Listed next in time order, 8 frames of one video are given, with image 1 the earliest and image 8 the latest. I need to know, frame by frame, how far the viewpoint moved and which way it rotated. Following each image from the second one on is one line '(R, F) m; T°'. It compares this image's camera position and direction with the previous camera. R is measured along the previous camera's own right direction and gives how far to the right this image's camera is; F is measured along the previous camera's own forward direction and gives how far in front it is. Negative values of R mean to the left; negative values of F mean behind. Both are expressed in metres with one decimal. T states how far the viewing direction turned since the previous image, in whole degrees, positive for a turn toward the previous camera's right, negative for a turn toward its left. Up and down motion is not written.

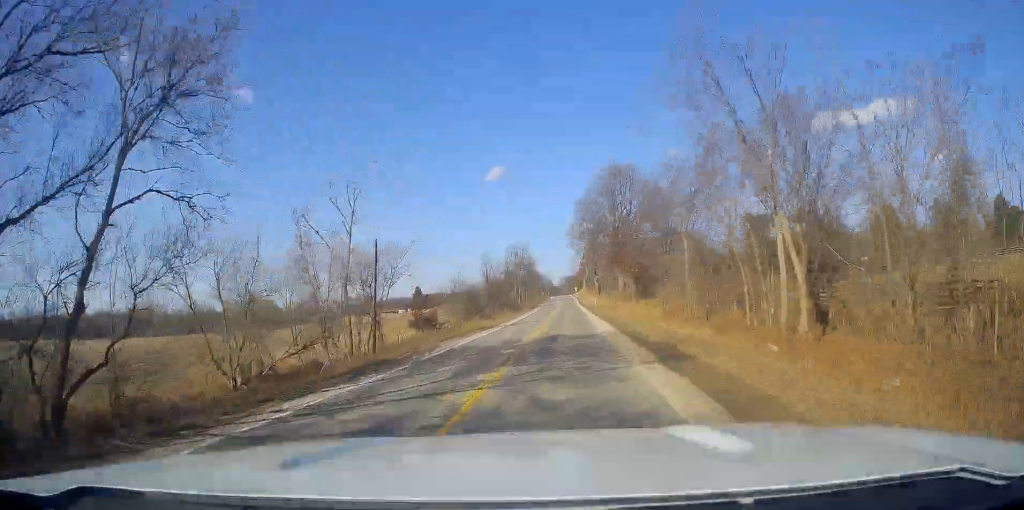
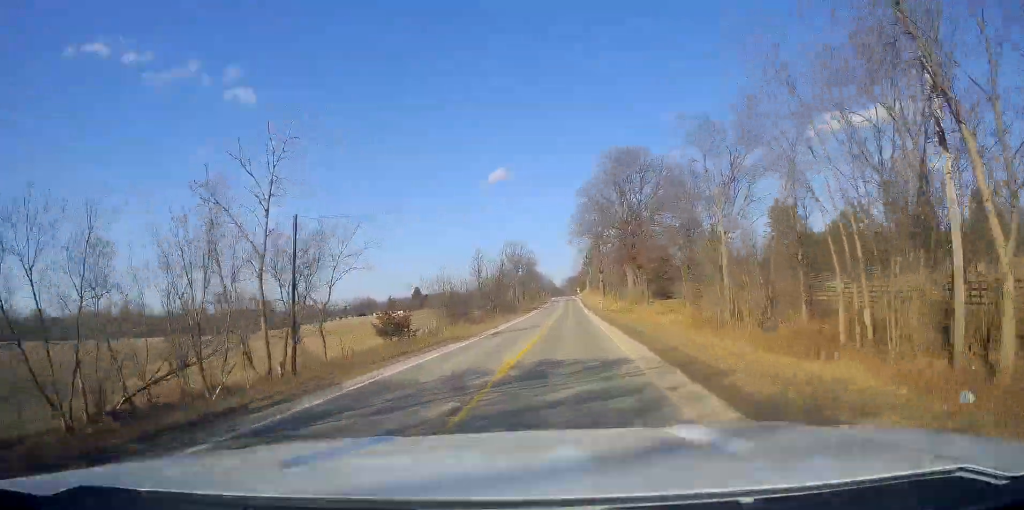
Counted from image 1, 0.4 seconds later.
(0.0, +10.9) m; 0°
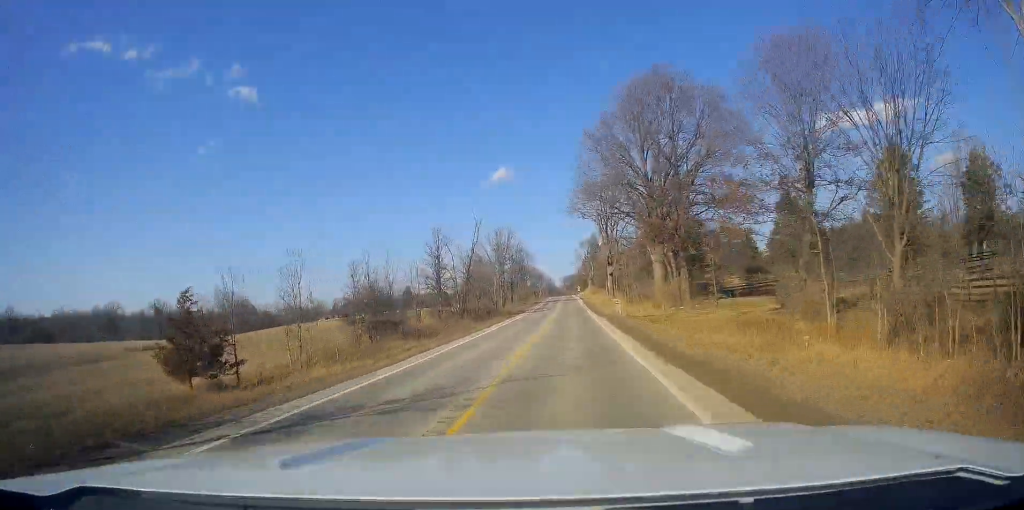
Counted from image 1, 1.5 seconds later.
(+0.7, +27.3) m; +1°
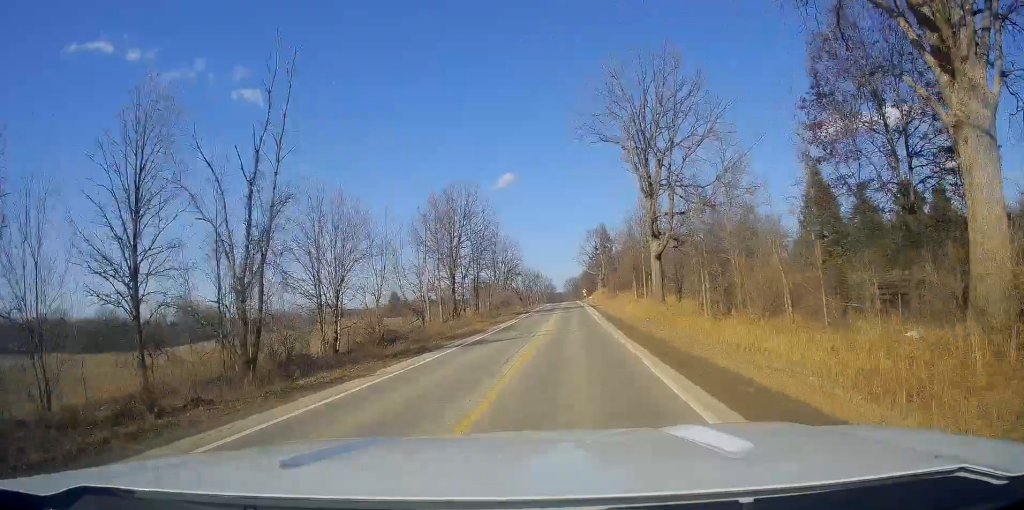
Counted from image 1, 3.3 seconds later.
(0.0, +47.8) m; 0°
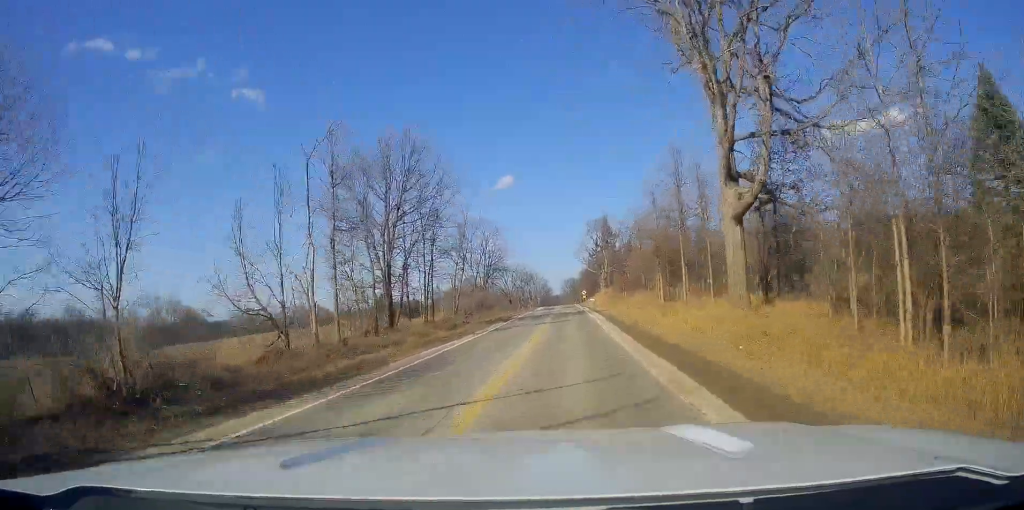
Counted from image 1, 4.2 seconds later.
(0.0, +22.8) m; 0°
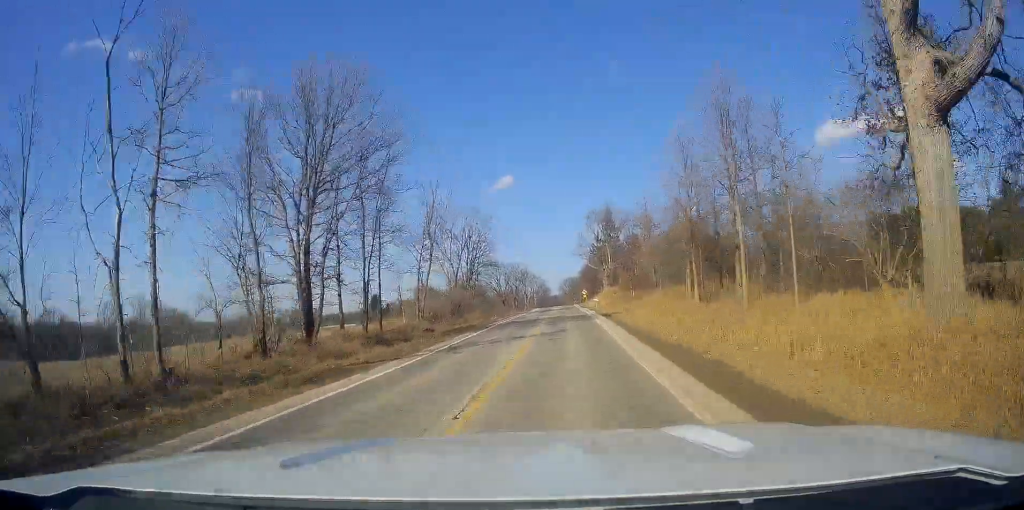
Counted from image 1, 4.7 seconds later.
(0.0, +13.9) m; 0°
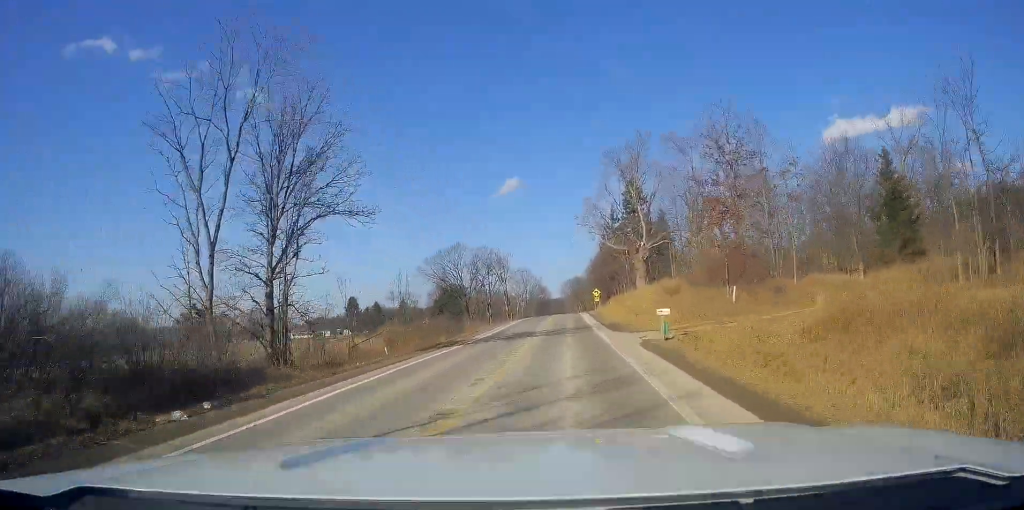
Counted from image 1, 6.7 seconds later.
(-0.4, +51.7) m; 0°
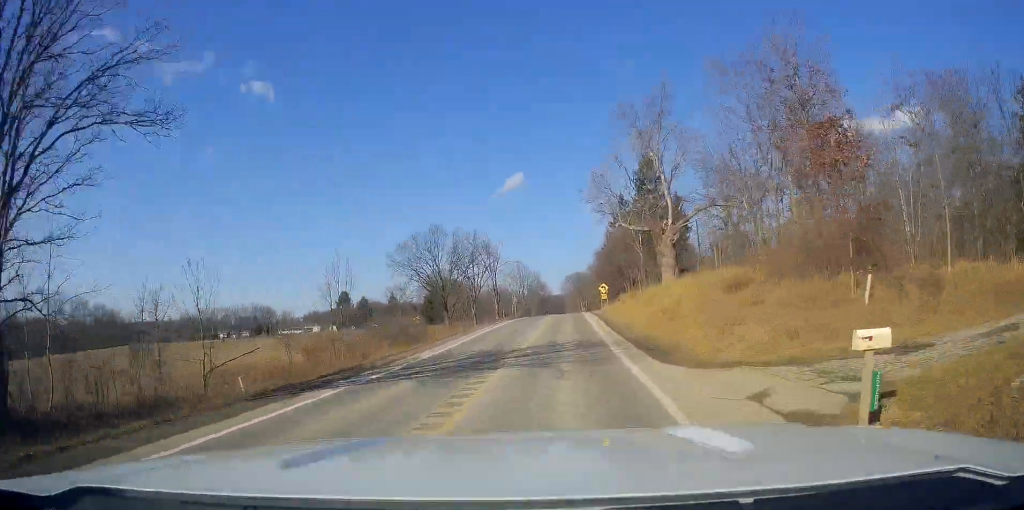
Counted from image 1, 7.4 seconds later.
(+0.1, +16.2) m; 0°
